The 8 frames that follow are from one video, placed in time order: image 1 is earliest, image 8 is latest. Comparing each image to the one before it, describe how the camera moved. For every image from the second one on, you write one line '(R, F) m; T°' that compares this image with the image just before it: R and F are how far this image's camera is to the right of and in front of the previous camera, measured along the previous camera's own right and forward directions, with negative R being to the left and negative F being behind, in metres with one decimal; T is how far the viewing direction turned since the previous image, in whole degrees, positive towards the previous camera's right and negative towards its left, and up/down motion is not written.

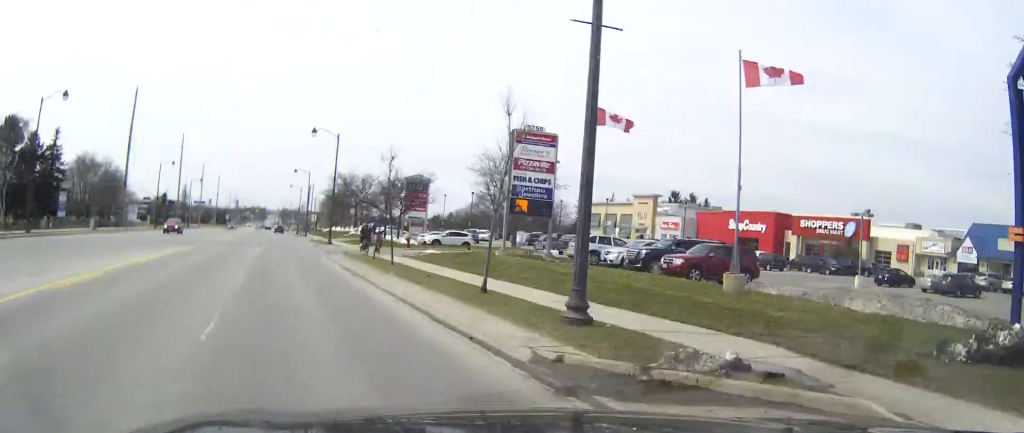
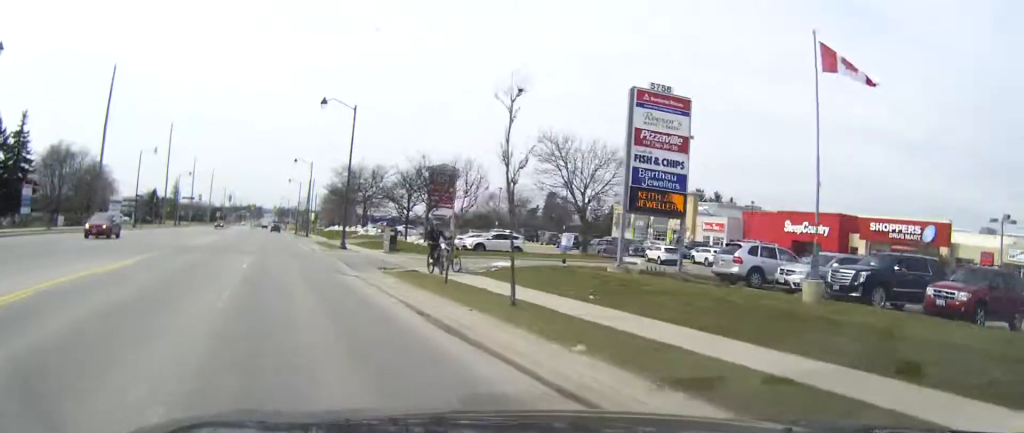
(0.0, +14.0) m; 0°
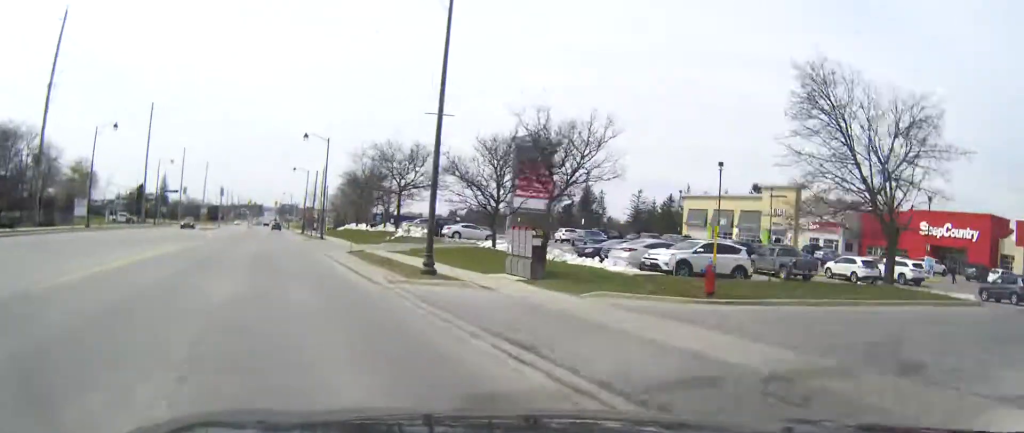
(-0.1, +24.8) m; 0°
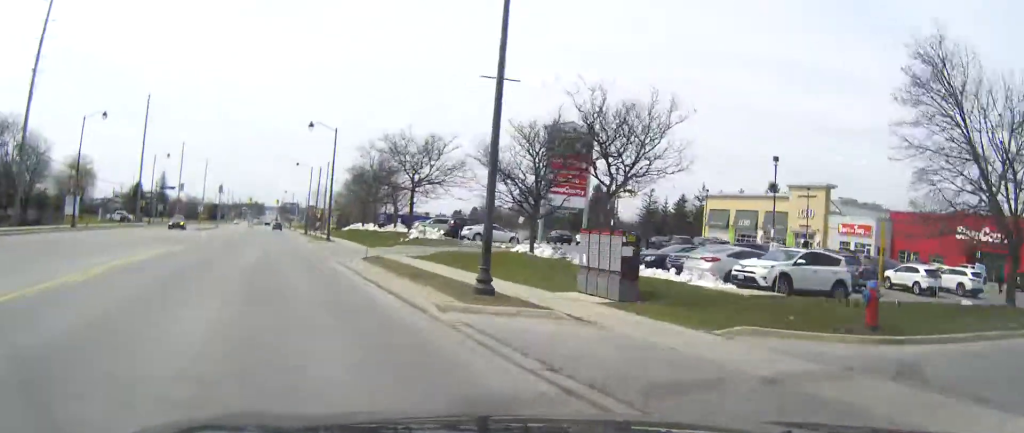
(0.0, +5.8) m; 0°
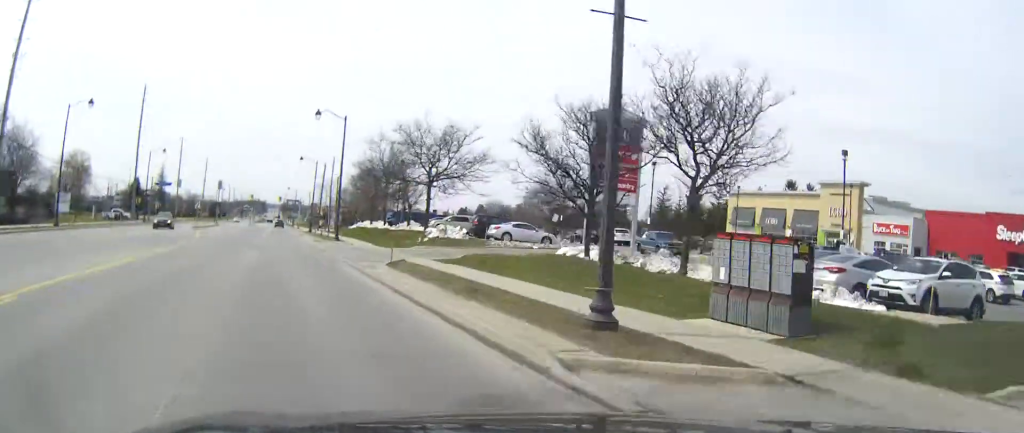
(0.0, +6.6) m; 0°
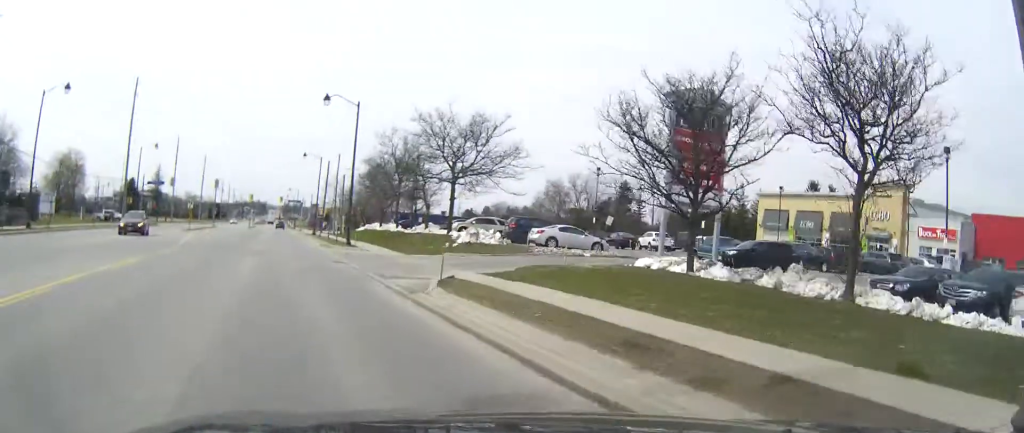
(0.0, +8.6) m; 0°
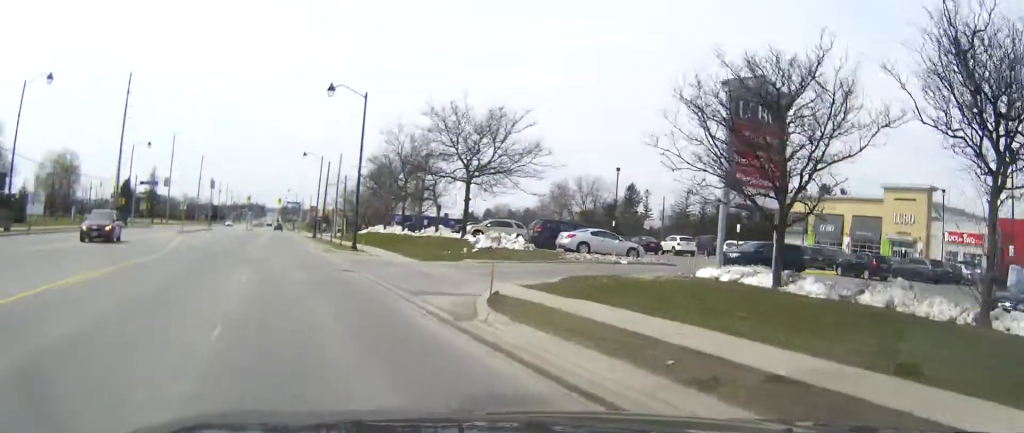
(0.0, +5.2) m; +1°
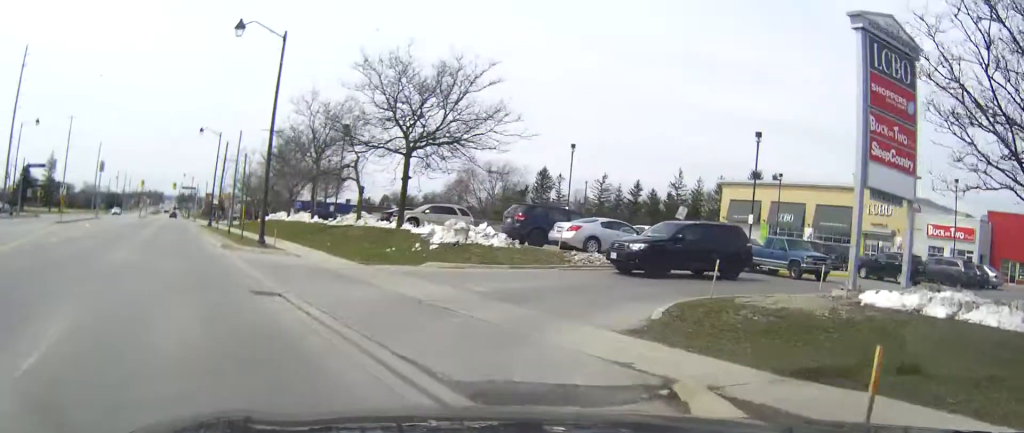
(+0.3, +13.8) m; +6°
